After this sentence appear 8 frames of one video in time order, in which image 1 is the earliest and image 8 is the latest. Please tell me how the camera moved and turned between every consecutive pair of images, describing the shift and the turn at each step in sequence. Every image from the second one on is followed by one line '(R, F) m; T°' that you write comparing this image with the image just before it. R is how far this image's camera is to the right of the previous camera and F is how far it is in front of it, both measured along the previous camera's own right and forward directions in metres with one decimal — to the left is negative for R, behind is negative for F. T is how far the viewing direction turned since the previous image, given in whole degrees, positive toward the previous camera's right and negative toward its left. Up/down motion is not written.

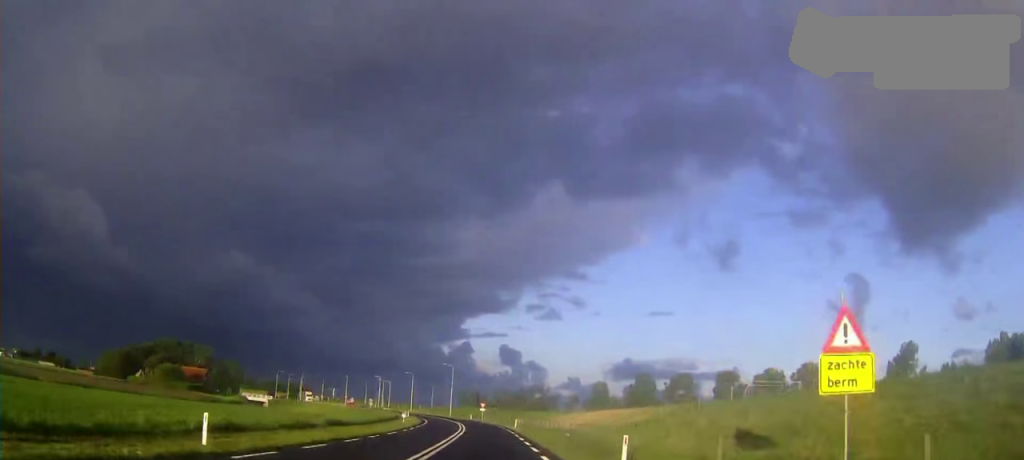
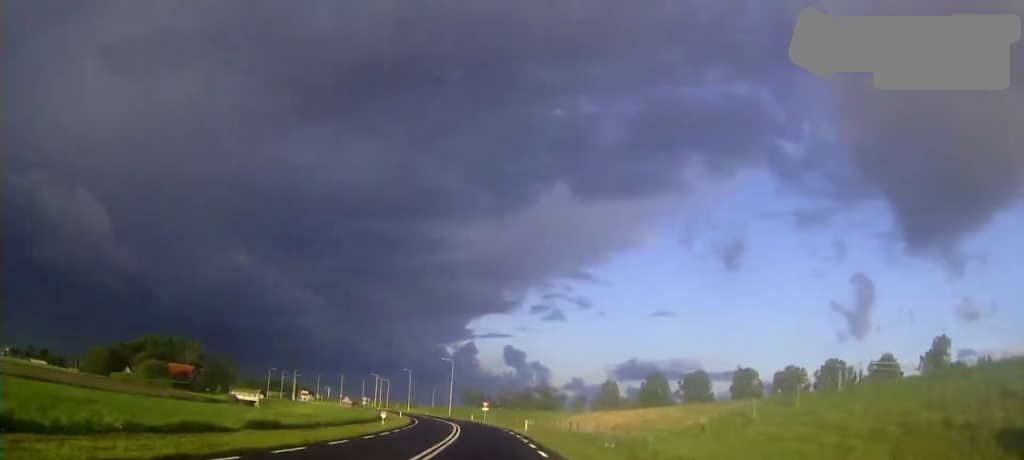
(0.0, +14.9) m; 0°
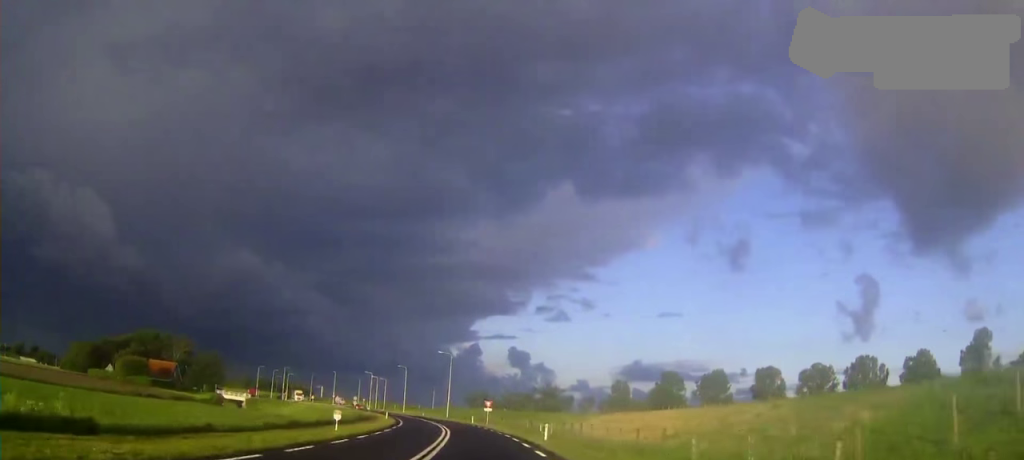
(-0.1, +16.6) m; -1°
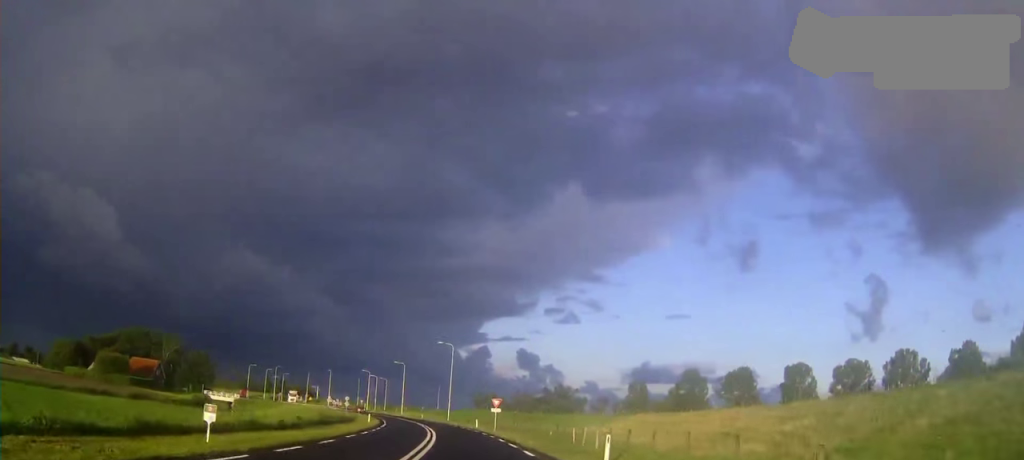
(-0.1, +17.5) m; -1°
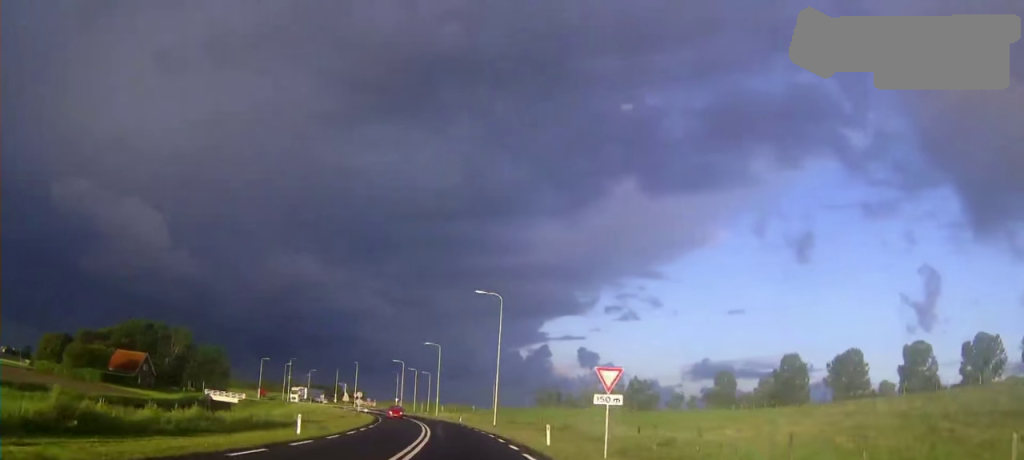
(-1.4, +39.4) m; -4°
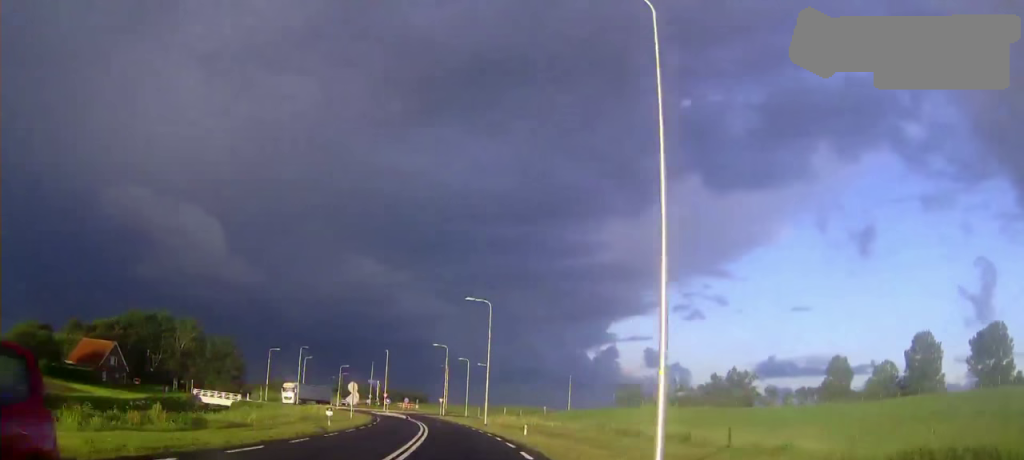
(-1.5, +41.9) m; -6°
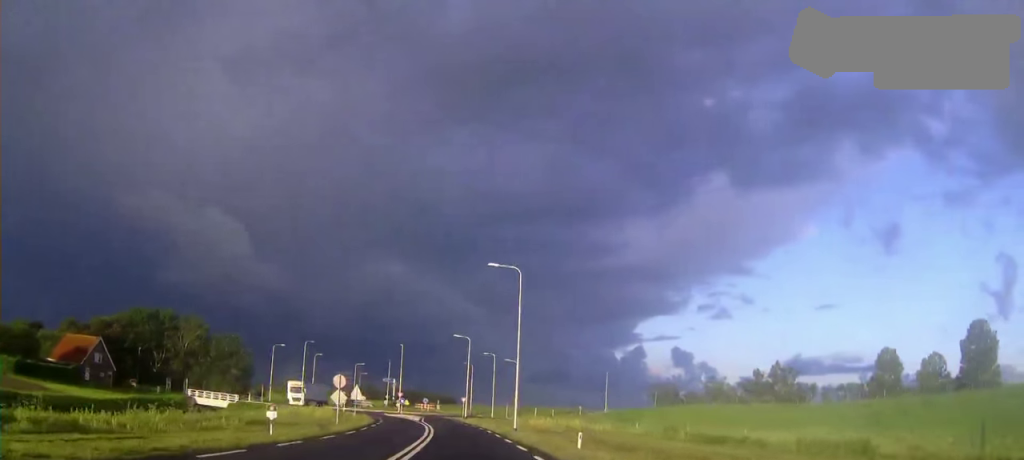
(-0.8, +14.8) m; -2°
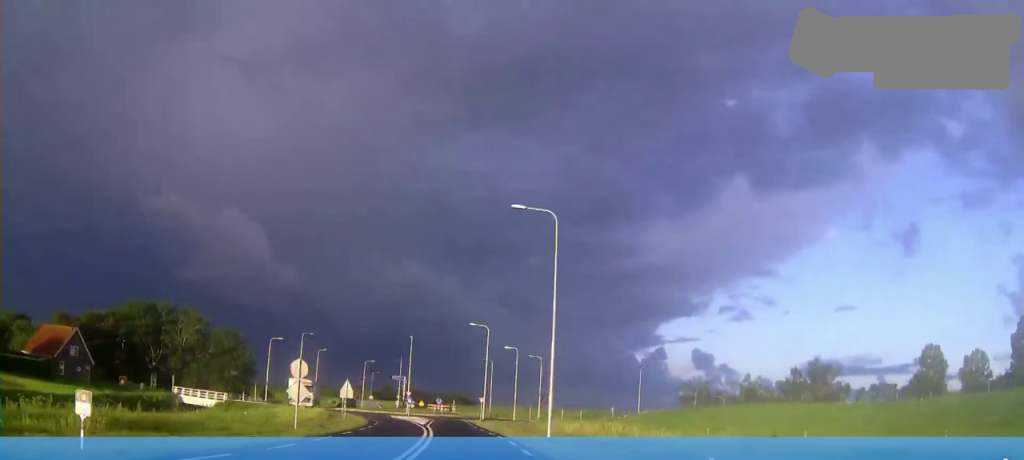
(-0.2, +12.9) m; -1°
